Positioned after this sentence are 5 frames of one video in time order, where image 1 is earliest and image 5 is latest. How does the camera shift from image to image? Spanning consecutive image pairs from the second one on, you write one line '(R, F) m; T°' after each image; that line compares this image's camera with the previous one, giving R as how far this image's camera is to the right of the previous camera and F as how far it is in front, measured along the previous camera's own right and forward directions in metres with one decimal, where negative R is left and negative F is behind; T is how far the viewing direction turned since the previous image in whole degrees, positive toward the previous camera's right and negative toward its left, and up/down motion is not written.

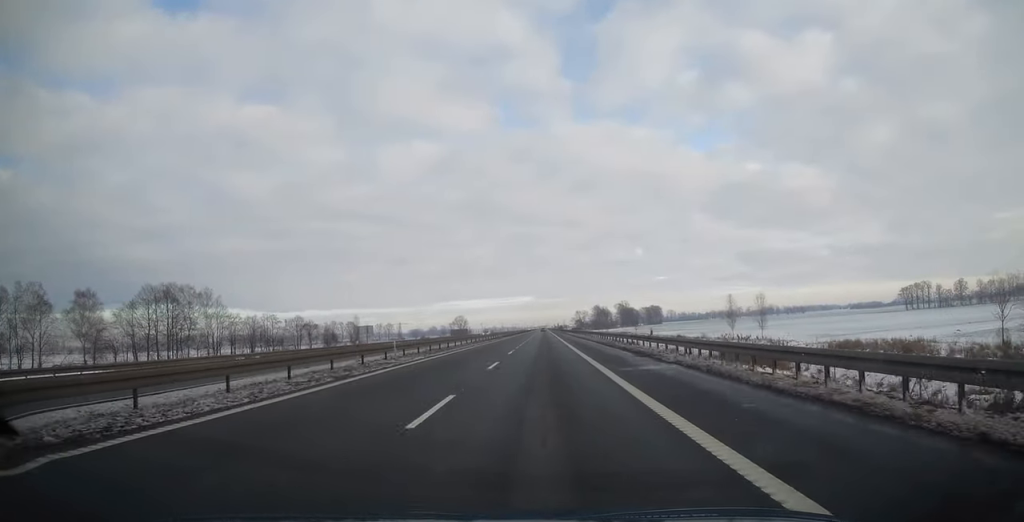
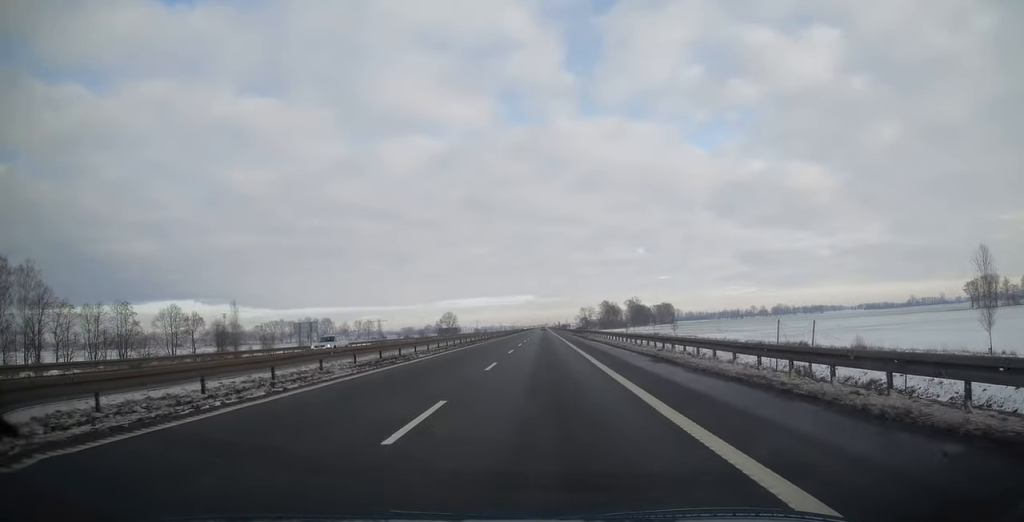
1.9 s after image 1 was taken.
(+0.4, +71.0) m; 0°
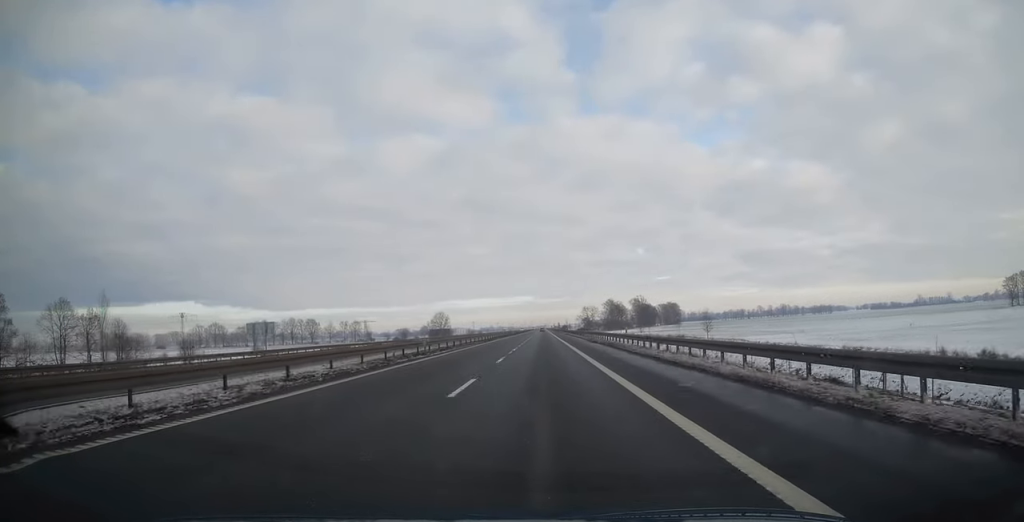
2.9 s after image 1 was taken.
(-0.1, +35.4) m; 0°
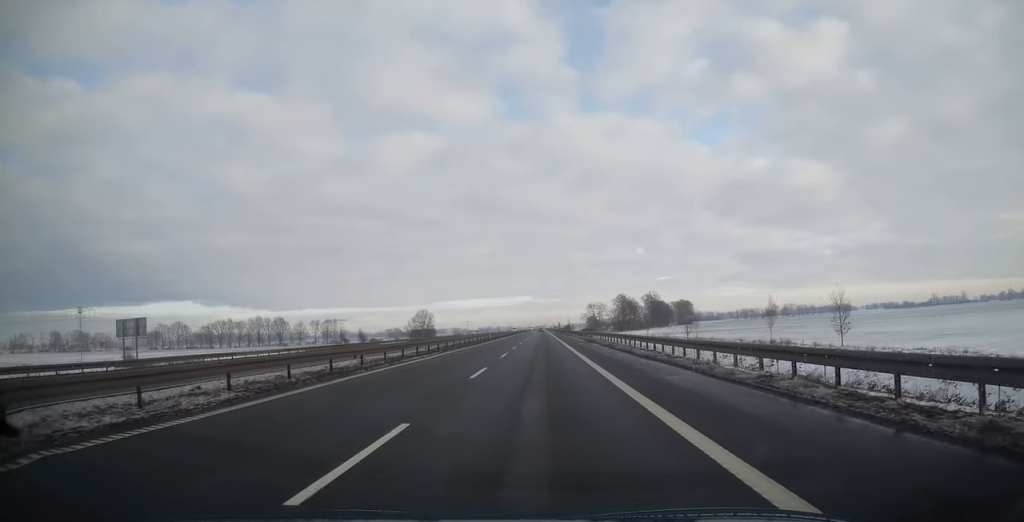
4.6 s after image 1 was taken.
(-0.2, +59.3) m; 0°
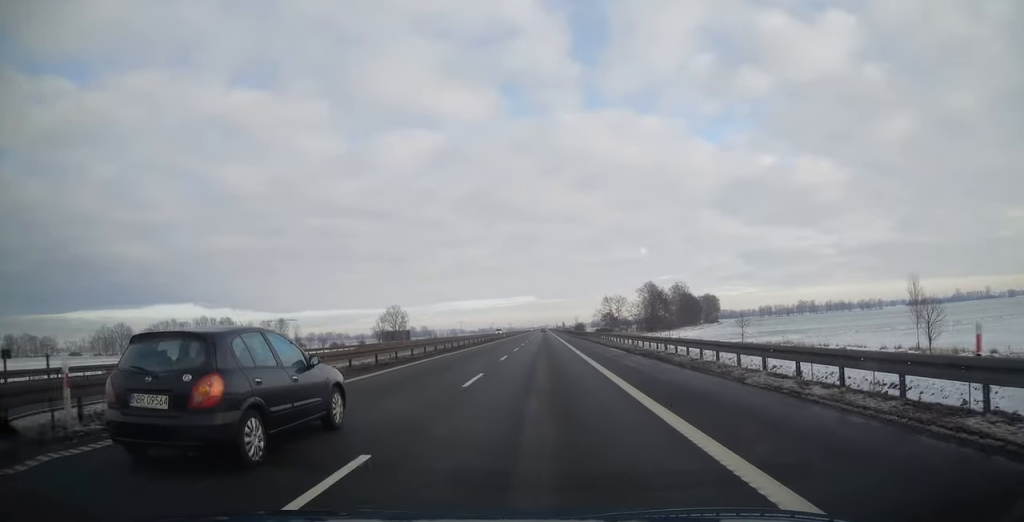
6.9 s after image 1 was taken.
(0.0, +75.5) m; 0°
